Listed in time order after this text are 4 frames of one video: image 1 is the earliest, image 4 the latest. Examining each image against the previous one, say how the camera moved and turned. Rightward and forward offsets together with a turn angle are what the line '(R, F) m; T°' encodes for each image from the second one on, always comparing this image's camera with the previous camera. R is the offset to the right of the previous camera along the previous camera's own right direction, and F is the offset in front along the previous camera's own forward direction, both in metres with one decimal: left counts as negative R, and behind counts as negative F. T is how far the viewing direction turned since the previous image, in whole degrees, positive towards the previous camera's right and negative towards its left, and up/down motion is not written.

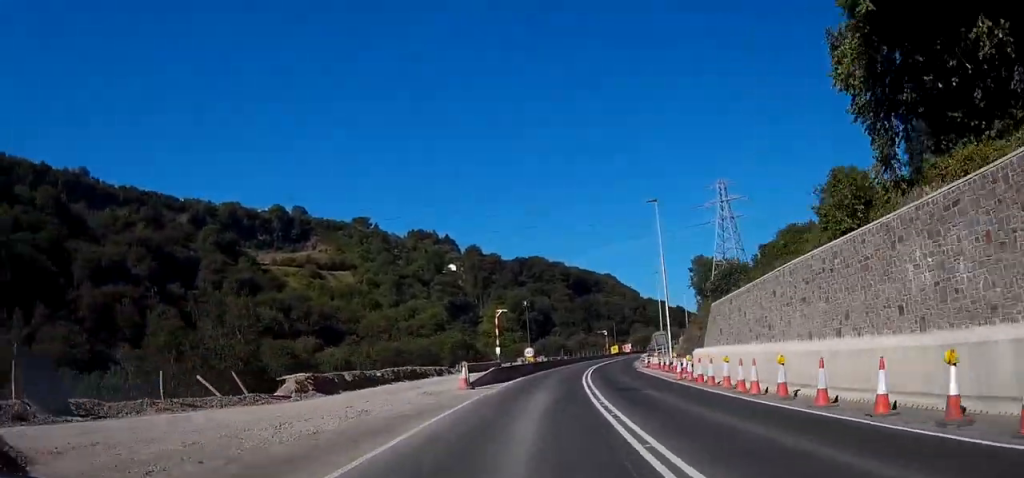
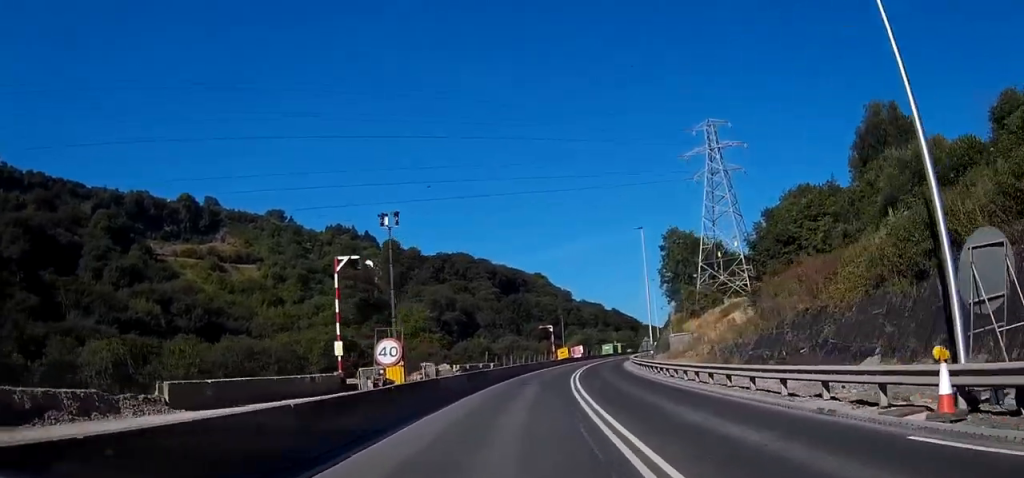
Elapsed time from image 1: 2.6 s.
(+3.3, +43.2) m; +8°
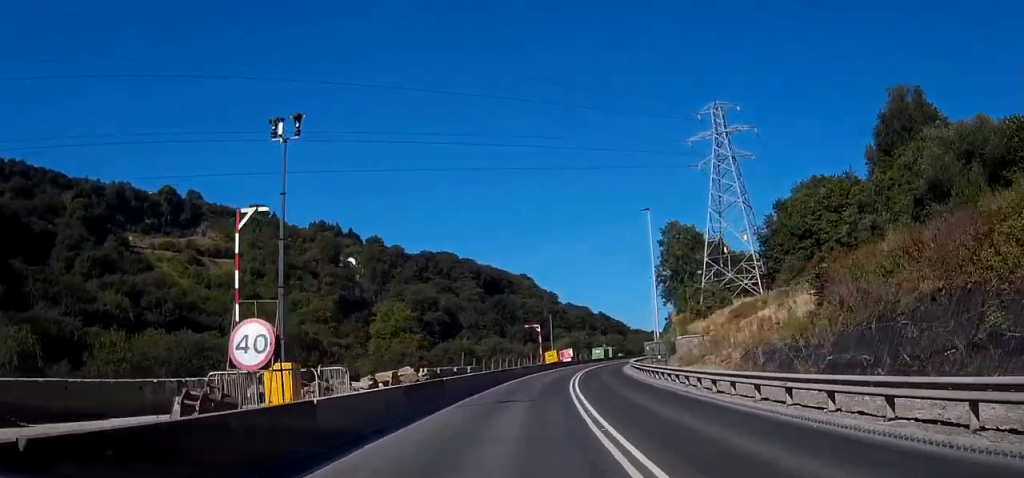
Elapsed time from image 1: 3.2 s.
(+0.1, +10.9) m; +1°
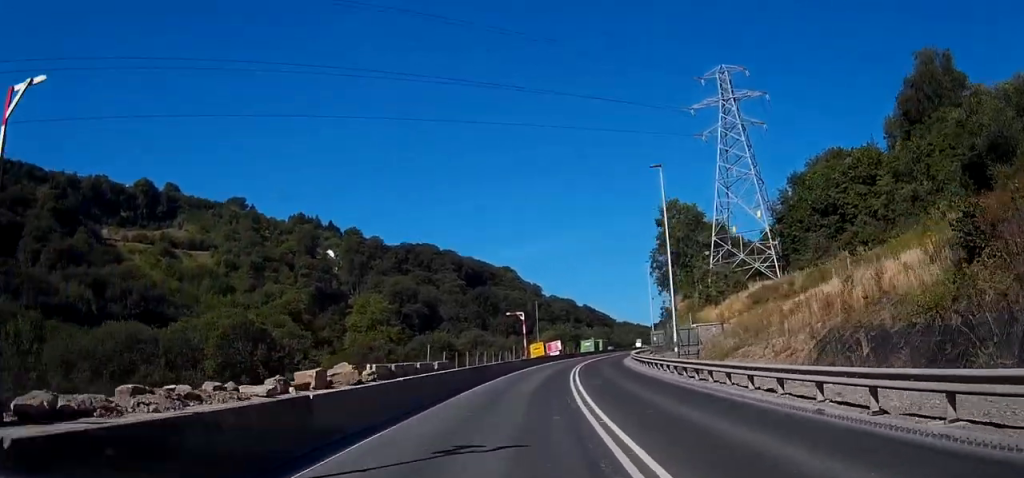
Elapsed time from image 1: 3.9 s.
(-0.1, +12.1) m; +1°
